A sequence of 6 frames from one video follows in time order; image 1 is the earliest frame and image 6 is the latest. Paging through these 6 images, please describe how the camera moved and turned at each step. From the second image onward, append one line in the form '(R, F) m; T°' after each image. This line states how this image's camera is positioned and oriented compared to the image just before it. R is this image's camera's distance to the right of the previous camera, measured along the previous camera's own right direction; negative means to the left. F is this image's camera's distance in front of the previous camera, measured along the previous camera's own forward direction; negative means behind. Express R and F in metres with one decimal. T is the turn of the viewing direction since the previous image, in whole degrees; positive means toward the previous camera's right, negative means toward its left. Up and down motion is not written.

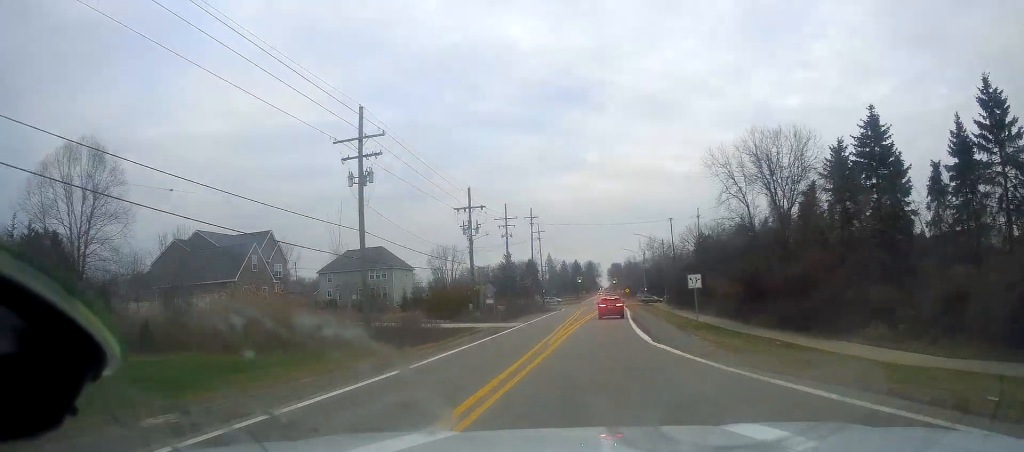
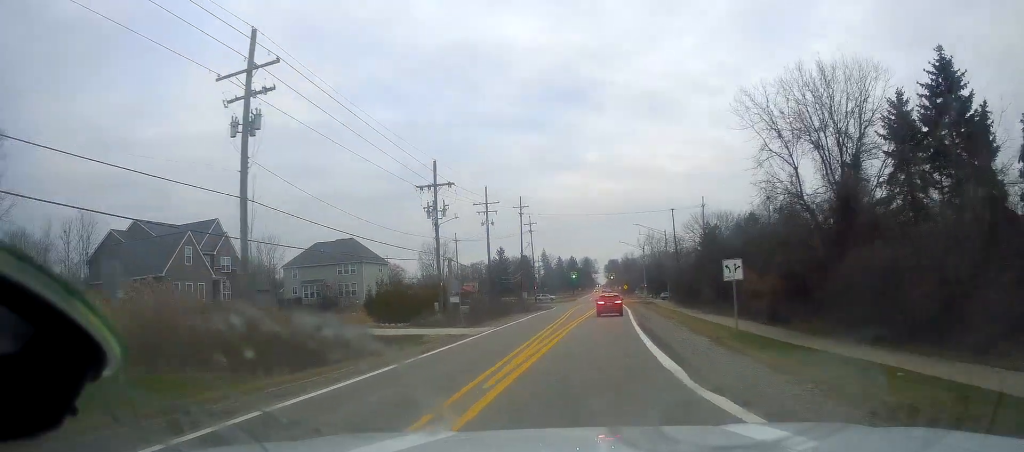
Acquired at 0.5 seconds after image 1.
(-0.2, +10.5) m; 0°
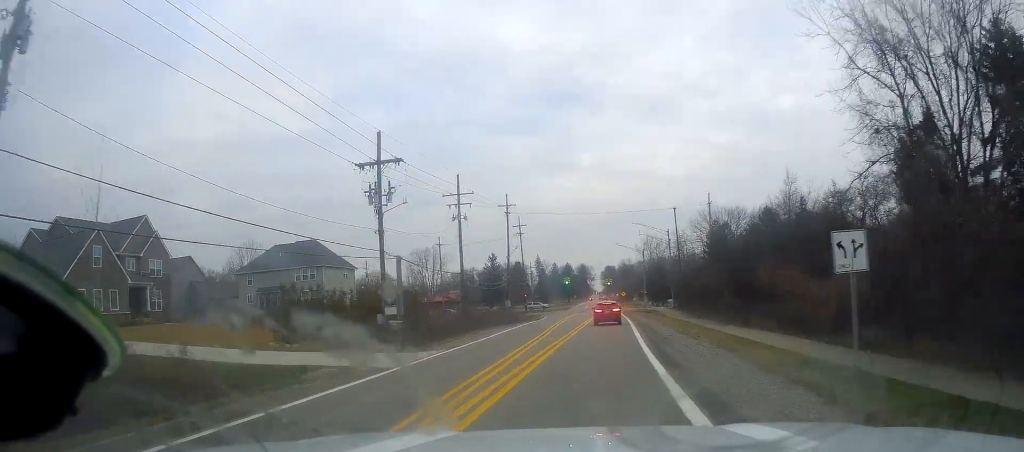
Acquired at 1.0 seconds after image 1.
(+0.4, +11.1) m; +1°
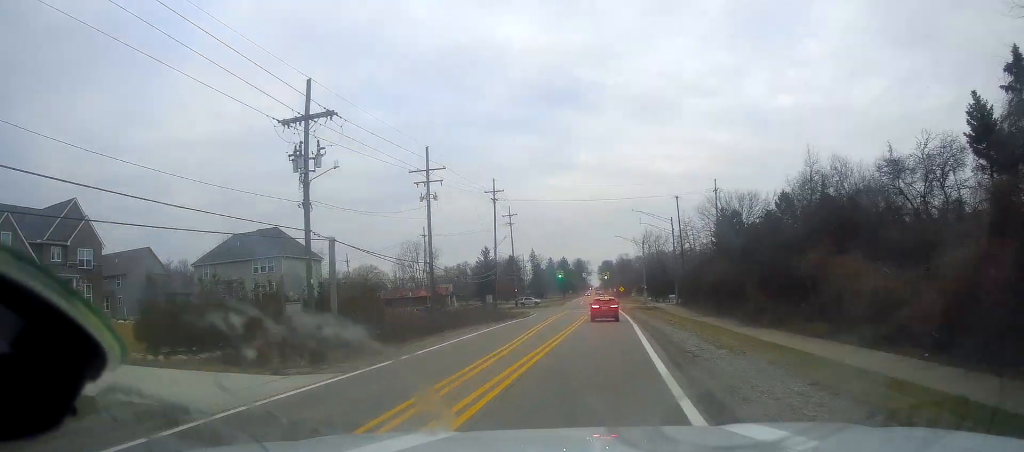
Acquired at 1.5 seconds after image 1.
(+0.1, +9.0) m; 0°
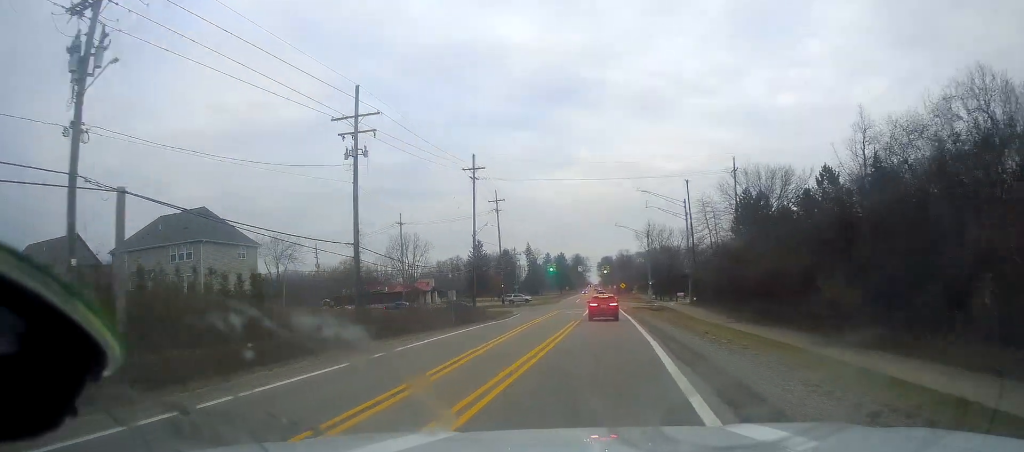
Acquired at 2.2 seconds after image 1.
(-0.3, +14.5) m; 0°
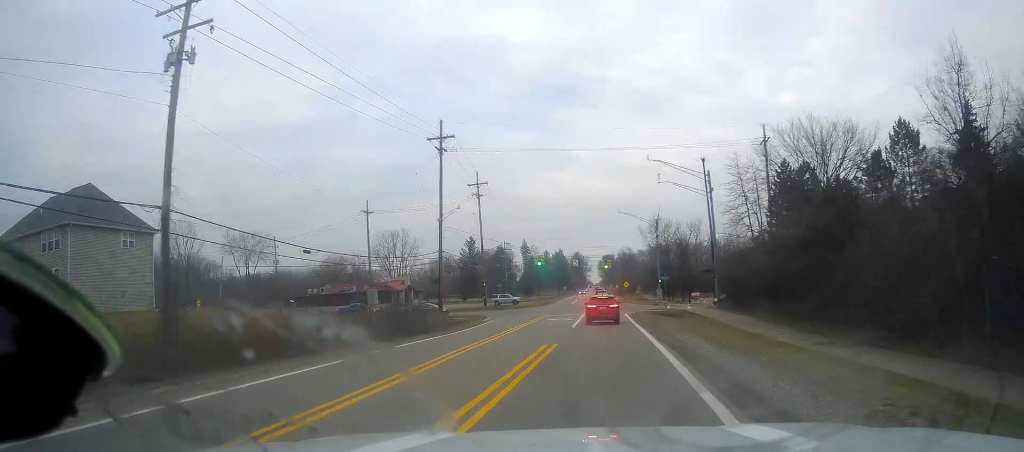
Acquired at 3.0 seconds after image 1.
(+0.2, +16.3) m; +1°
